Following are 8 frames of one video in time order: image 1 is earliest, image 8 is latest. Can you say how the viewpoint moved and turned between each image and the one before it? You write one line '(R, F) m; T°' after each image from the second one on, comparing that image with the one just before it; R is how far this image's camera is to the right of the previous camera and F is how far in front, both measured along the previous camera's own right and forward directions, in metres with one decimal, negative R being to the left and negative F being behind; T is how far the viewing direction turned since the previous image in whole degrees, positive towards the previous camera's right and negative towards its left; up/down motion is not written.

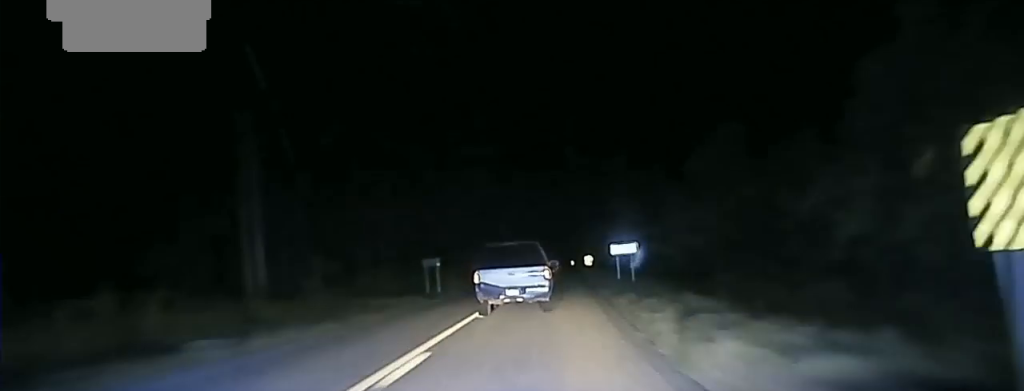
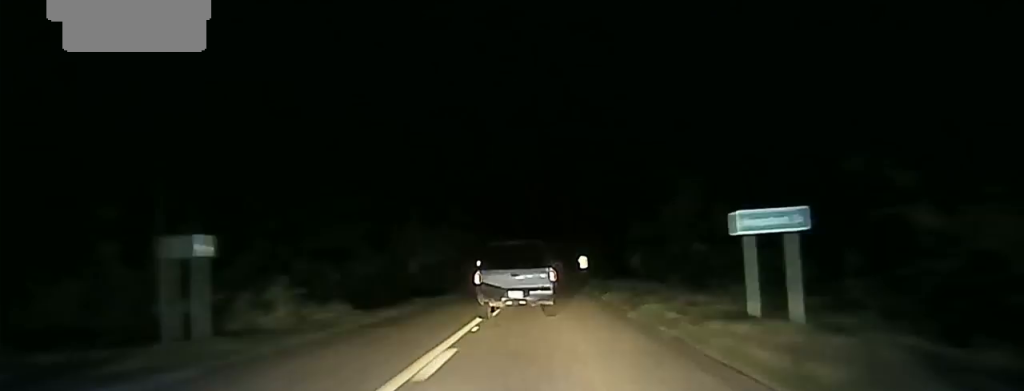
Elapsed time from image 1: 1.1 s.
(+0.4, +36.4) m; +1°
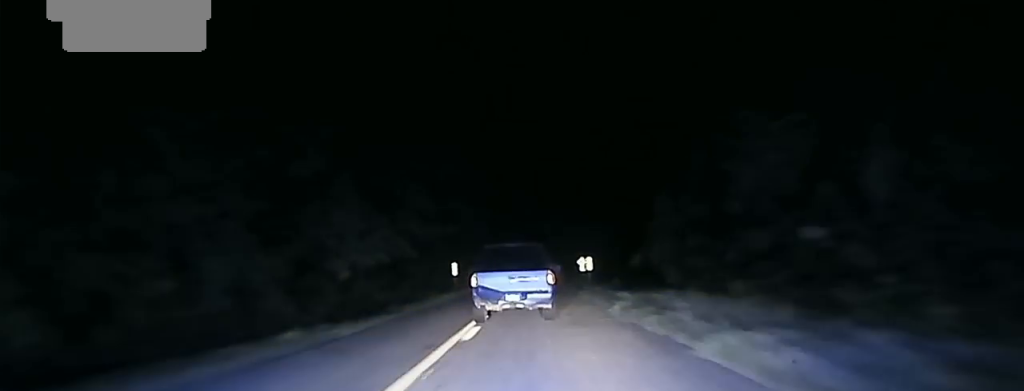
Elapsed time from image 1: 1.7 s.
(0.0, +15.6) m; +1°
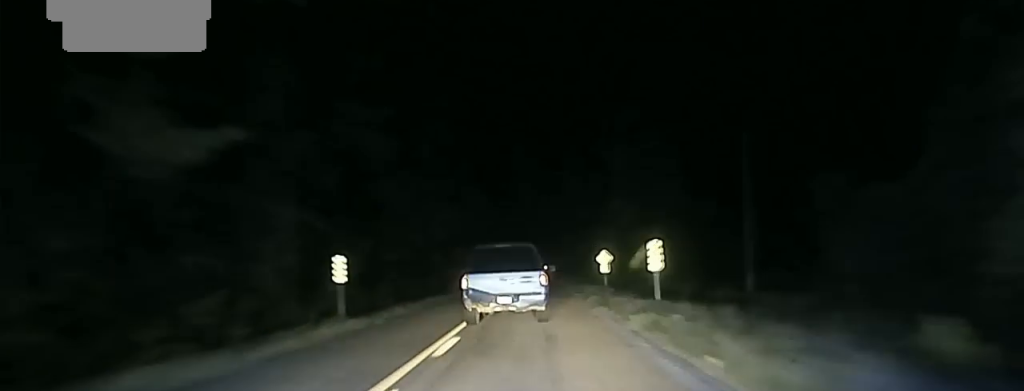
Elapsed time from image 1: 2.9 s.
(+0.3, +36.6) m; 0°
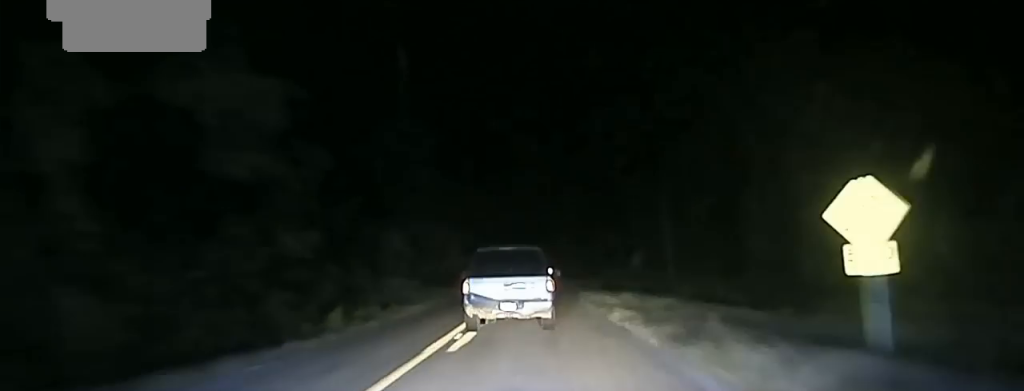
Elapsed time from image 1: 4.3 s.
(-0.2, +45.5) m; 0°
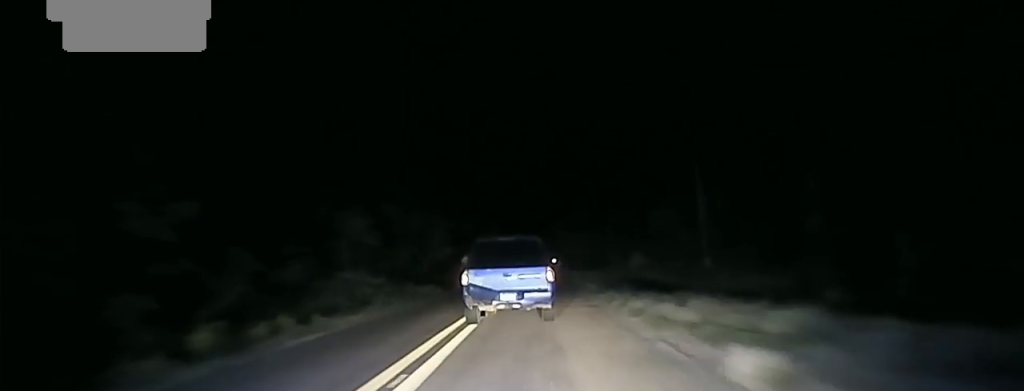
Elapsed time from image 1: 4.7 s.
(0.0, +14.8) m; 0°
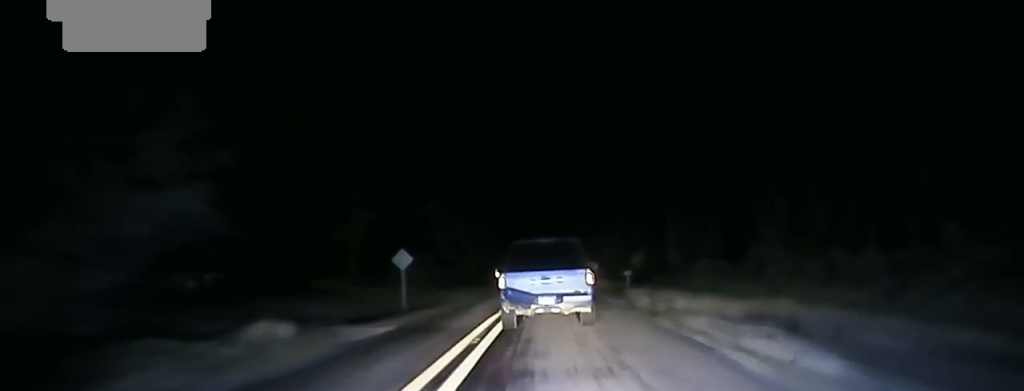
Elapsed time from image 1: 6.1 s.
(0.0, +50.3) m; 0°
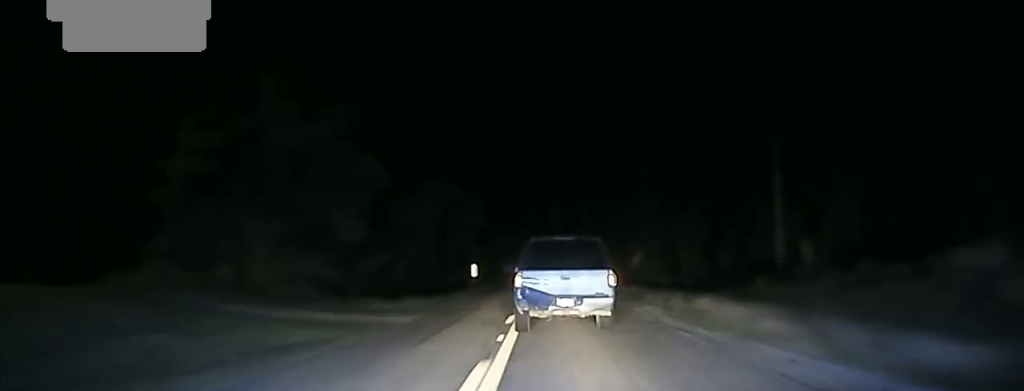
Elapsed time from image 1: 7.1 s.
(-0.1, +37.6) m; 0°
